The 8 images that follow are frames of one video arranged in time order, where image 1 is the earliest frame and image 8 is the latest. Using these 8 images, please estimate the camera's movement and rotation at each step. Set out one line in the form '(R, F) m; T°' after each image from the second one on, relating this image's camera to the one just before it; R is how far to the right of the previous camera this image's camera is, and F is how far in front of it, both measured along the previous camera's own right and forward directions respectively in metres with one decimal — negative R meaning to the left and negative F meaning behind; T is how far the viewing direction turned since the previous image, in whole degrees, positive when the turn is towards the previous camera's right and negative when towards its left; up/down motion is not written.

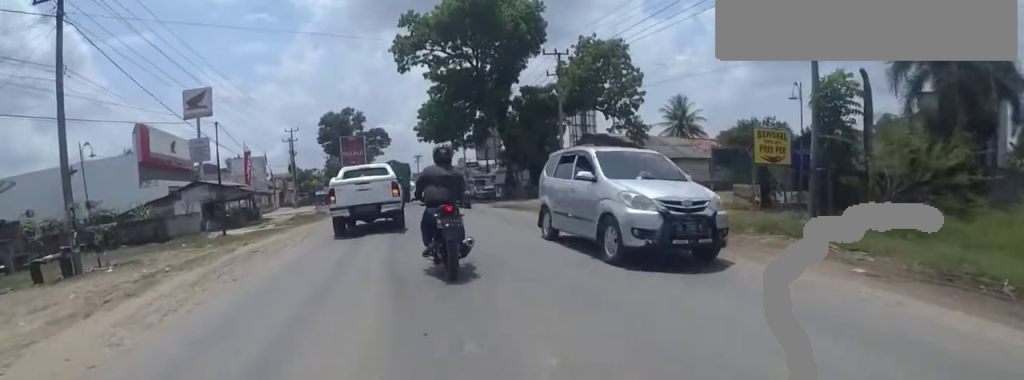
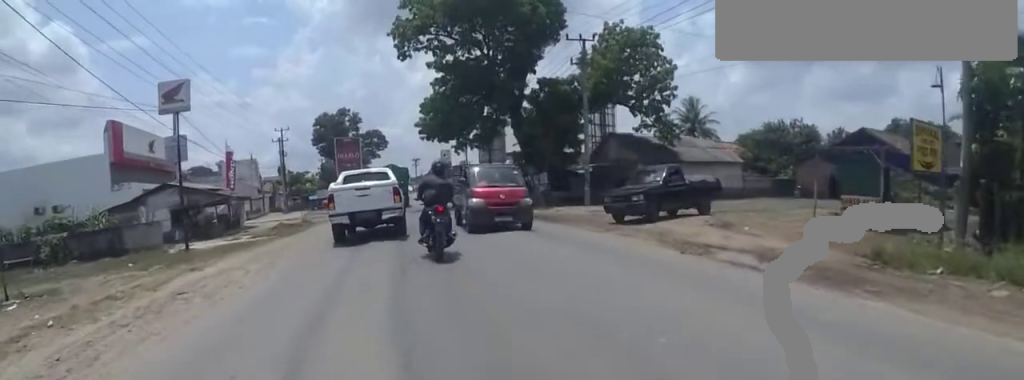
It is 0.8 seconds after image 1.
(-0.3, +4.4) m; 0°
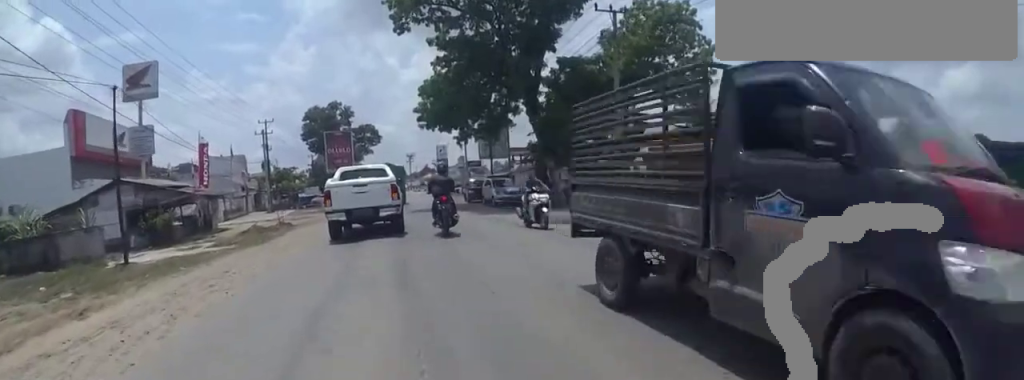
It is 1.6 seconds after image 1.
(0.0, +4.5) m; 0°
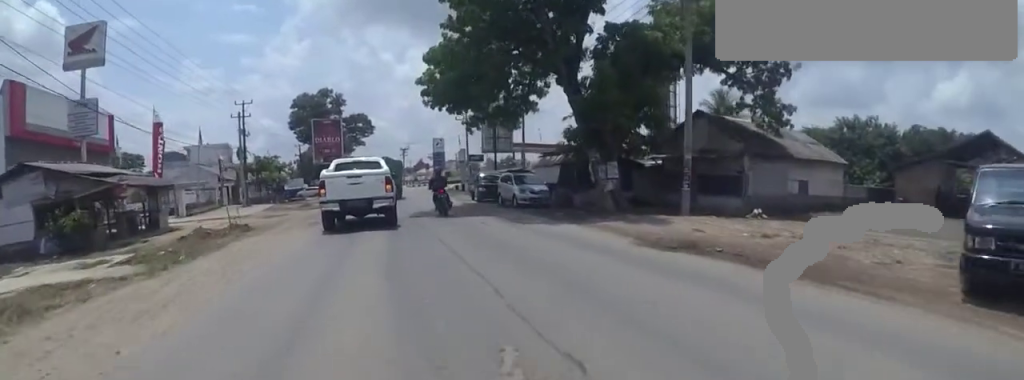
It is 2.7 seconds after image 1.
(+0.1, +6.2) m; 0°
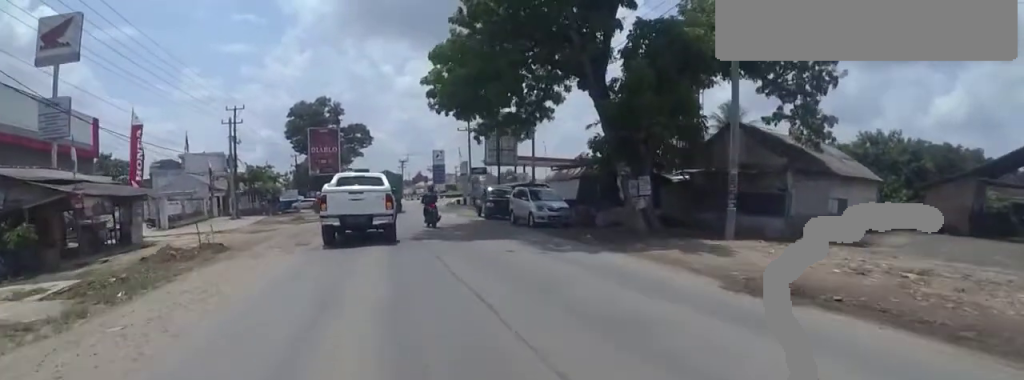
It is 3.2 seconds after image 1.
(-0.3, +2.8) m; 0°
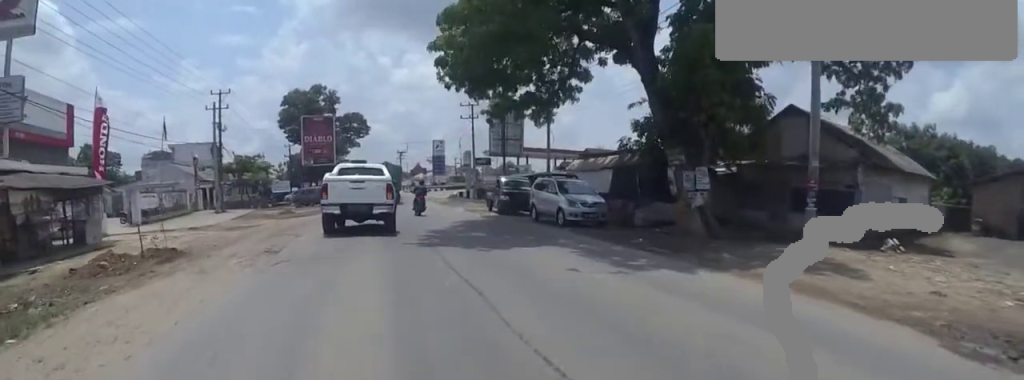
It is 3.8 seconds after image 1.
(+0.4, +3.4) m; 0°
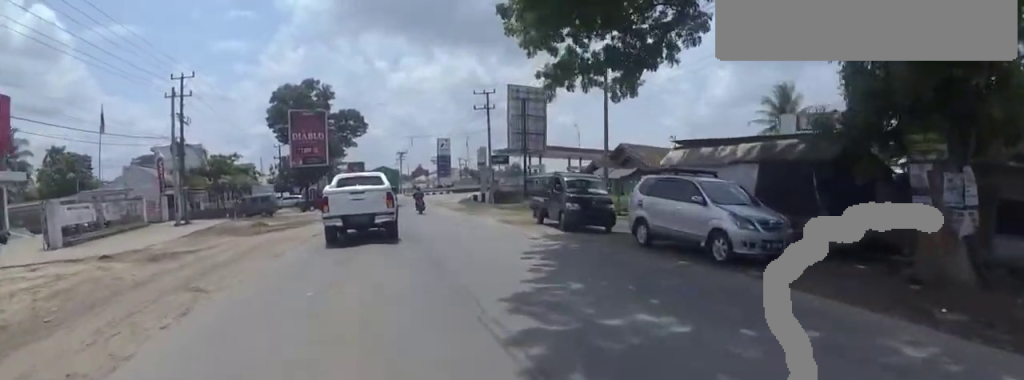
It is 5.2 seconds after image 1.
(-0.4, +7.8) m; 0°
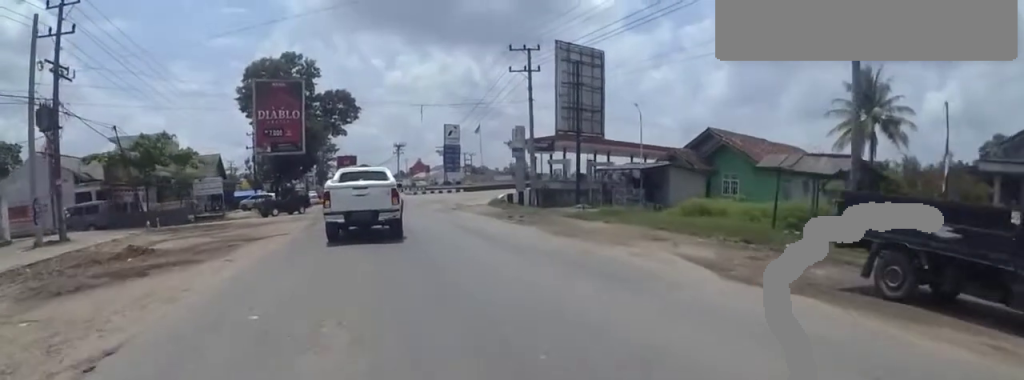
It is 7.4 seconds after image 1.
(-0.2, +12.6) m; -6°
